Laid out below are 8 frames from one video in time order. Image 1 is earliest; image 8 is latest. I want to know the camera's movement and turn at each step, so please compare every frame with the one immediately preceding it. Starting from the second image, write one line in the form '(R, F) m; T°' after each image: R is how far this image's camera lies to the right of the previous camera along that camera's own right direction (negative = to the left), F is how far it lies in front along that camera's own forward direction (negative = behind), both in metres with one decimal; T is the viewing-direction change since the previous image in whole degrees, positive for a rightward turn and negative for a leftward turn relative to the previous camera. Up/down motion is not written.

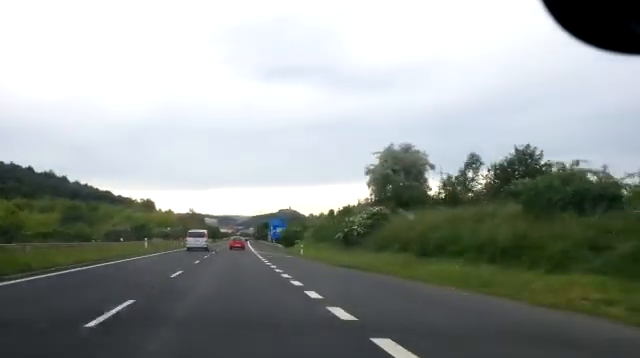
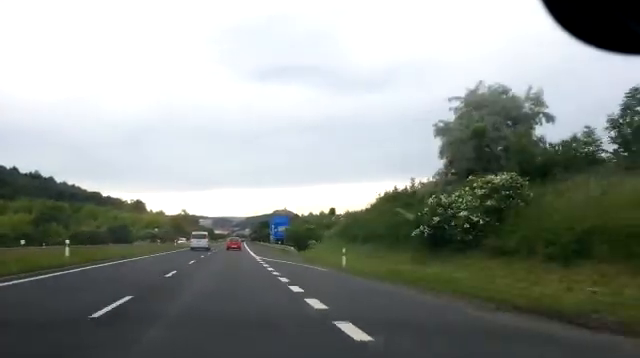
(+0.3, +16.5) m; 0°
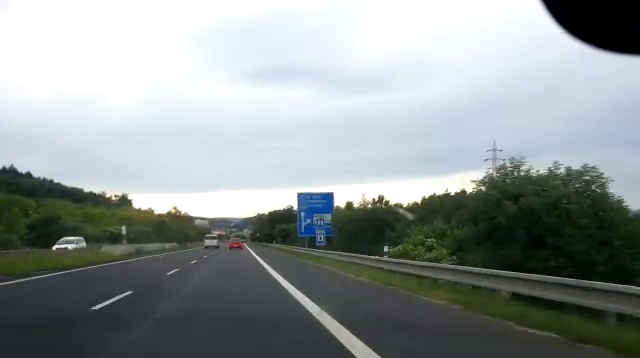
(-1.1, +43.3) m; -1°
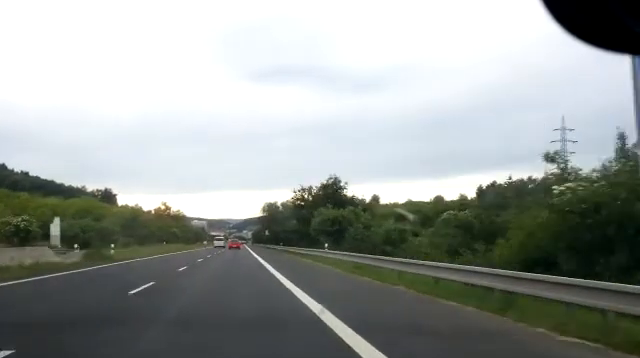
(+1.2, +41.4) m; +1°
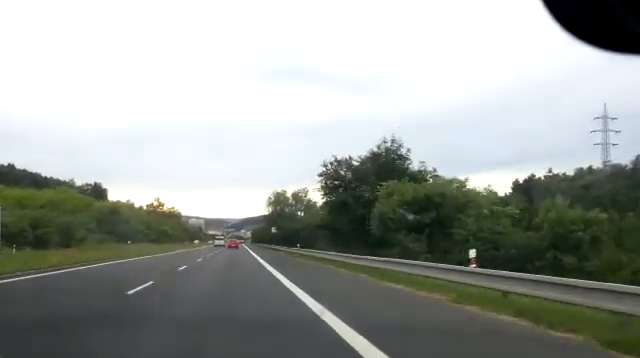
(-0.1, +18.0) m; 0°
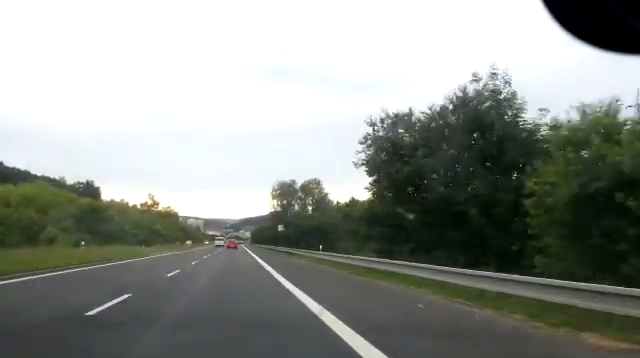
(0.0, +11.8) m; 0°
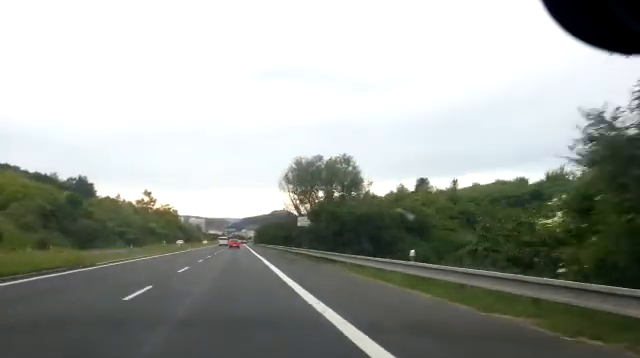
(0.0, +15.8) m; 0°
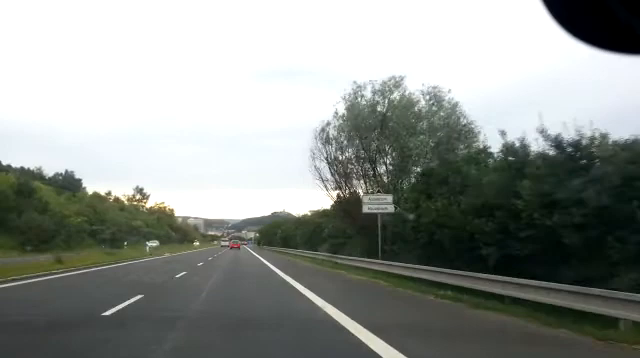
(0.0, +19.8) m; 0°
